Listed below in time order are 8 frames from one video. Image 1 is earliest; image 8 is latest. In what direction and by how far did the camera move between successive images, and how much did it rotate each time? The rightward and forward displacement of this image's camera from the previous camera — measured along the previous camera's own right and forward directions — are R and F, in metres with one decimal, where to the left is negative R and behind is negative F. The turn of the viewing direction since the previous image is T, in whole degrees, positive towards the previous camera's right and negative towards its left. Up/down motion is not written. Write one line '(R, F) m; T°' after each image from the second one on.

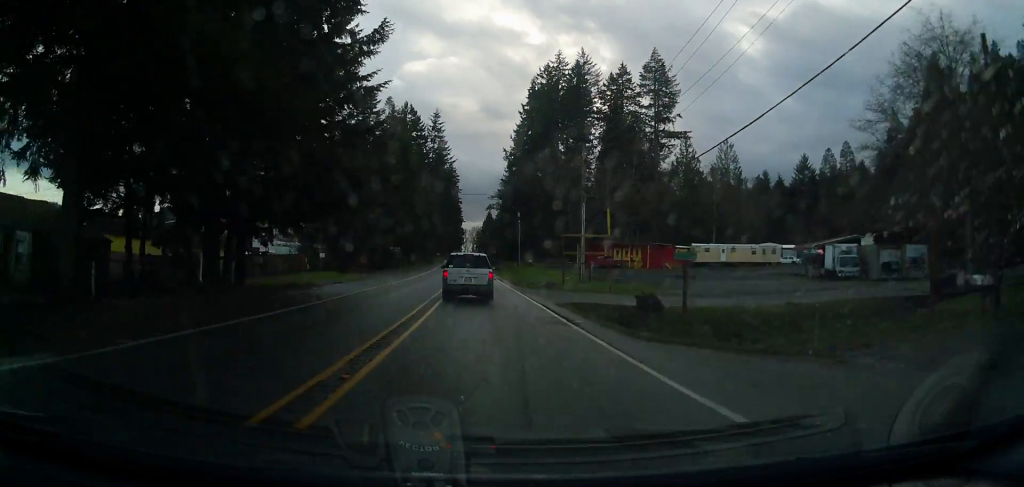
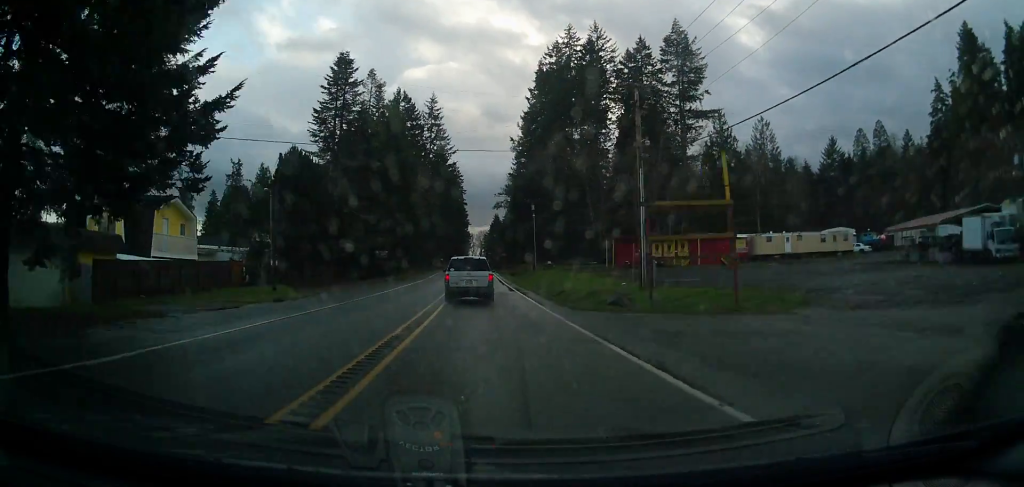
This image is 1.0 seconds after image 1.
(-0.6, +19.5) m; -2°
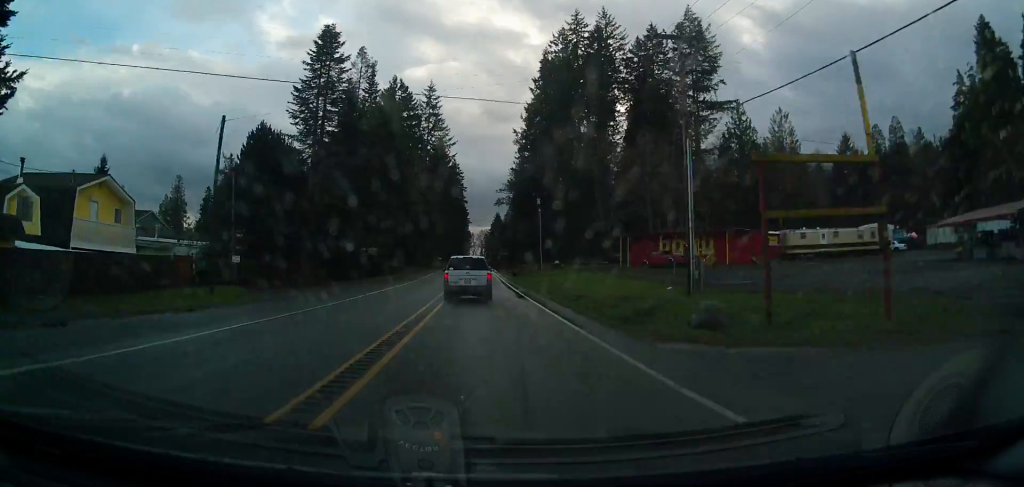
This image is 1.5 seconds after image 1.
(-0.1, +8.7) m; 0°
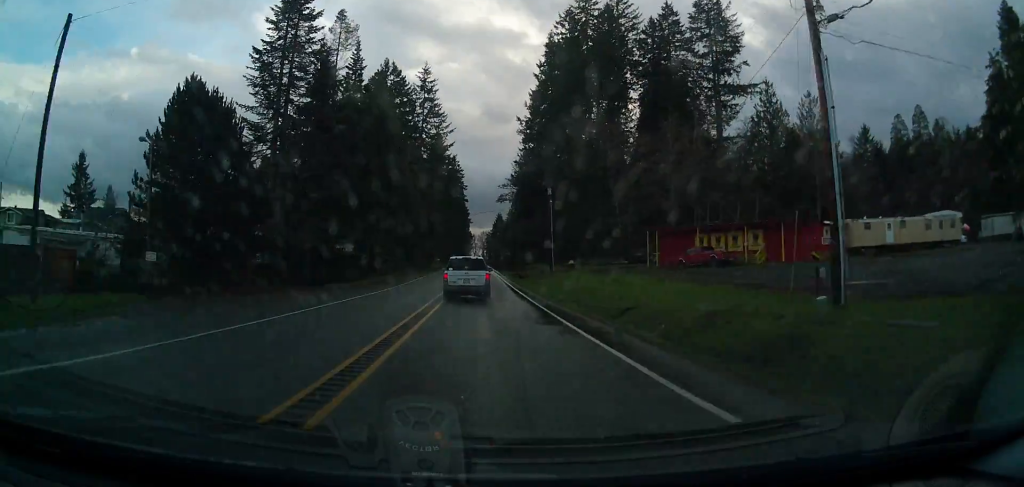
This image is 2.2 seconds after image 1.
(0.0, +11.9) m; 0°
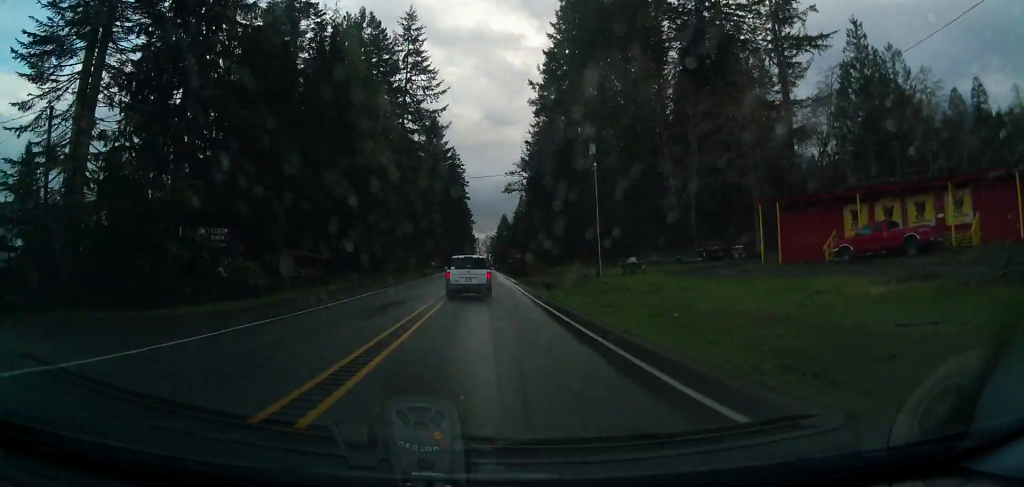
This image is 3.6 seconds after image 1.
(0.0, +25.8) m; 0°
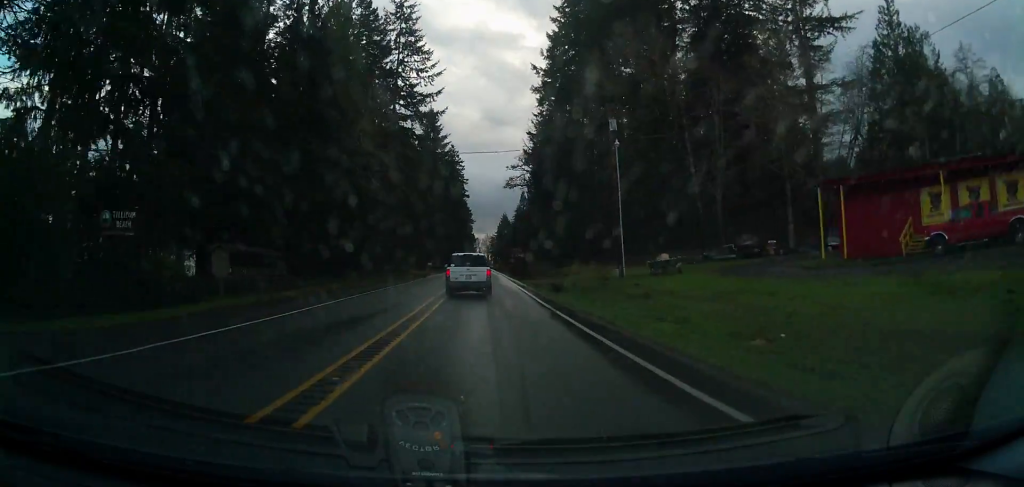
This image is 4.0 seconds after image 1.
(0.0, +7.3) m; 0°
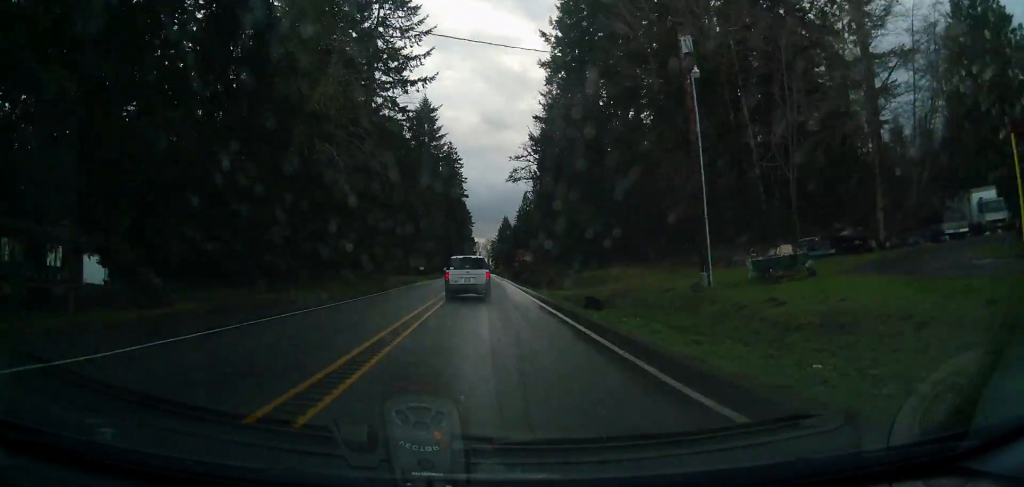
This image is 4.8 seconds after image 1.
(0.0, +14.0) m; 0°
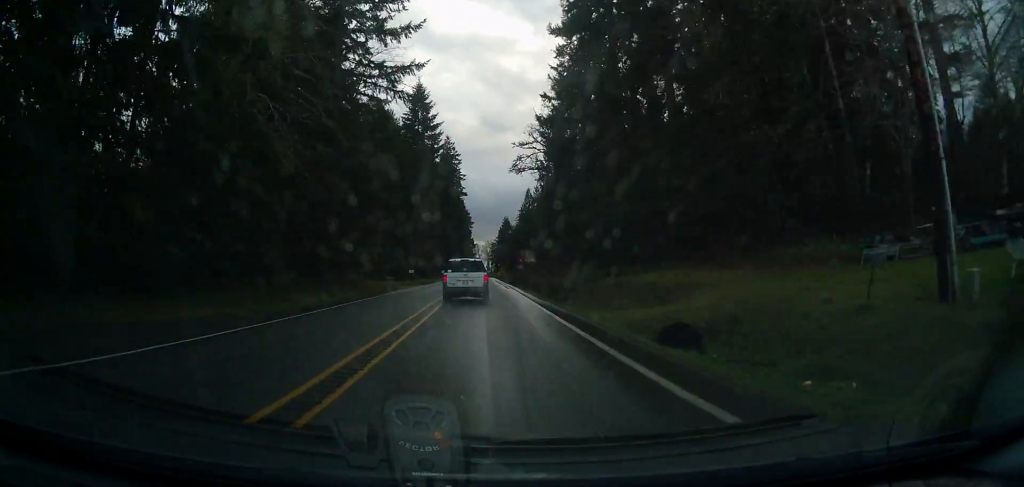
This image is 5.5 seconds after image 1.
(0.0, +12.9) m; 0°
